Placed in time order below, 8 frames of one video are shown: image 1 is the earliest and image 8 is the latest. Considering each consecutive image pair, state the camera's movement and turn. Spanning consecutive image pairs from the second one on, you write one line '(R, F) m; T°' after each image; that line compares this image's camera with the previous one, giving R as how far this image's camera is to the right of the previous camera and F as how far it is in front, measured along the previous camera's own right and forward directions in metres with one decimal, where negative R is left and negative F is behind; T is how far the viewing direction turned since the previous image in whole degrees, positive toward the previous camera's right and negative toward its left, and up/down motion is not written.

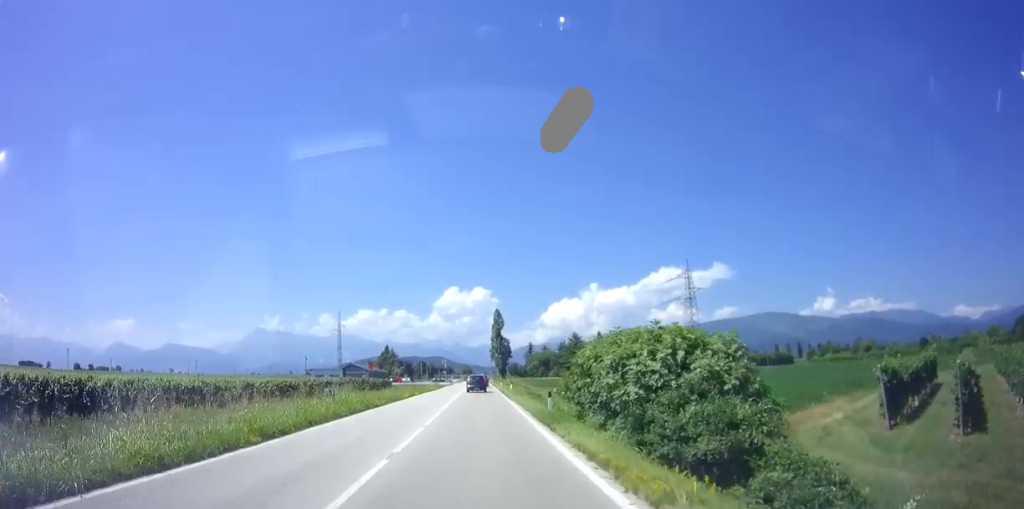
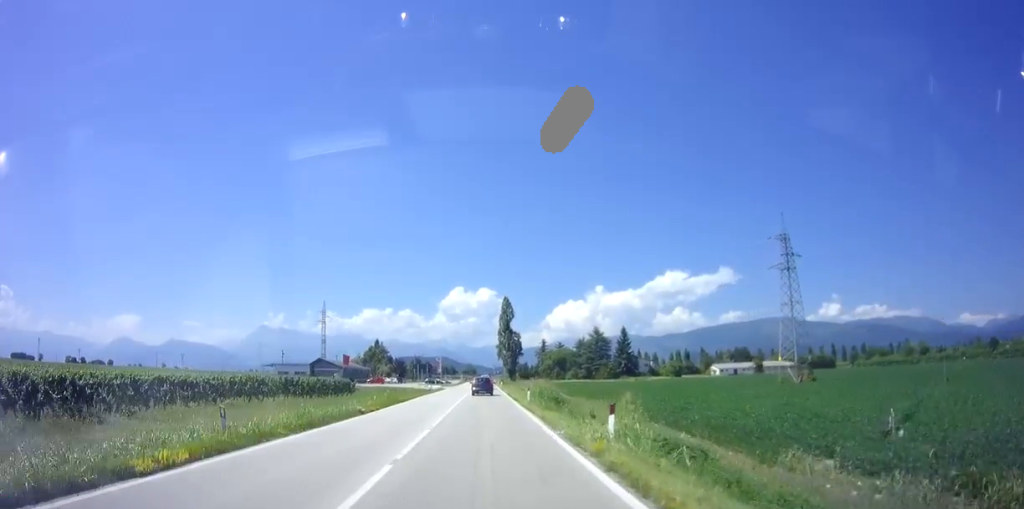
(+0.1, +34.6) m; 0°
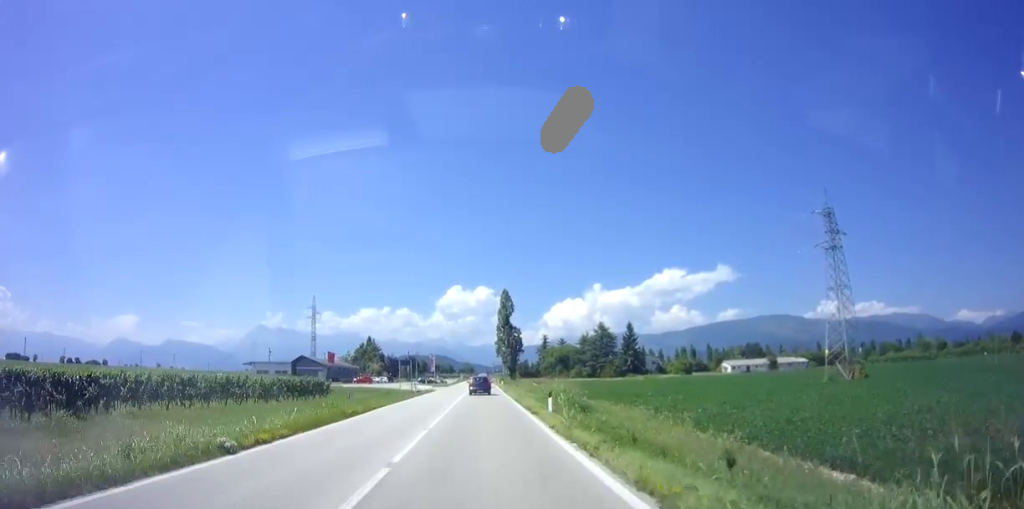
(-0.2, +11.3) m; 0°
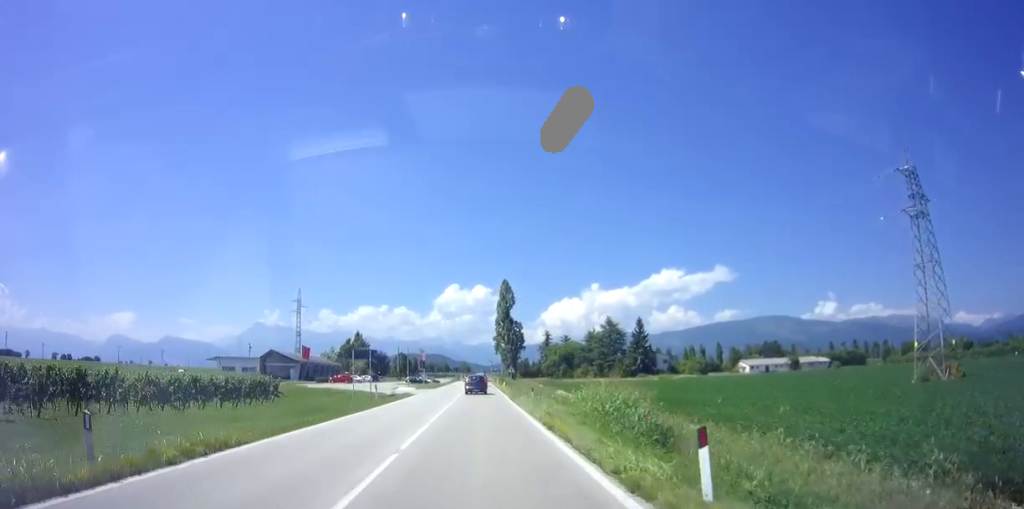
(+0.3, +15.4) m; 0°
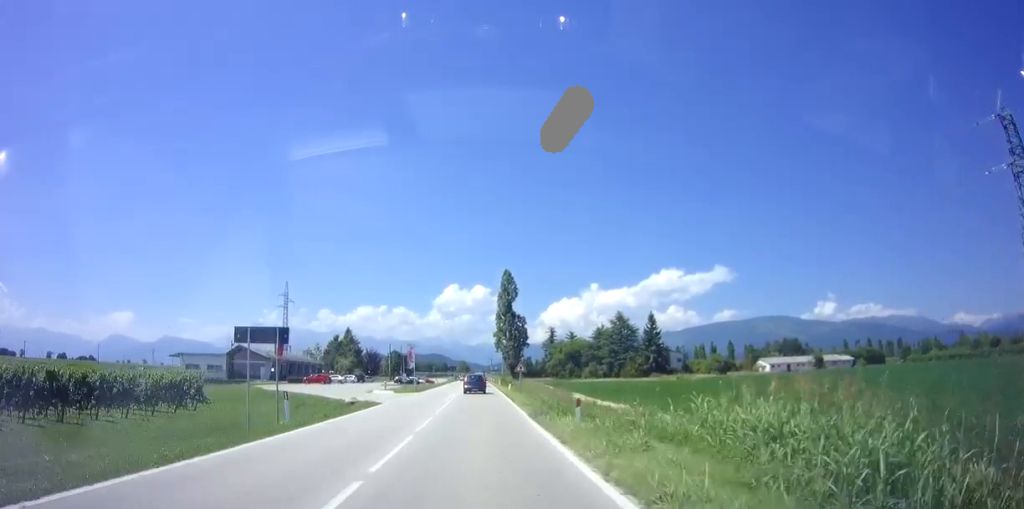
(-0.1, +14.1) m; 0°
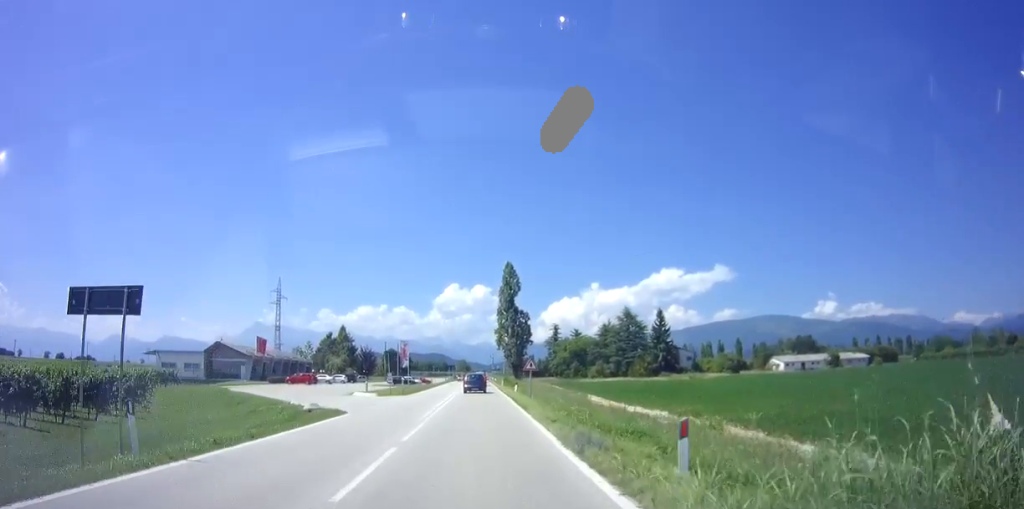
(-0.1, +7.6) m; 0°
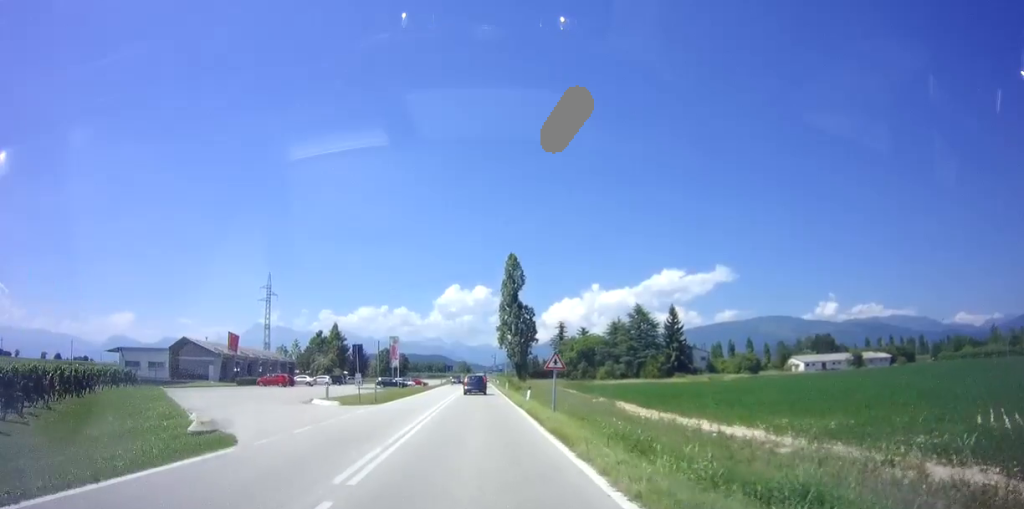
(+0.1, +10.0) m; 0°
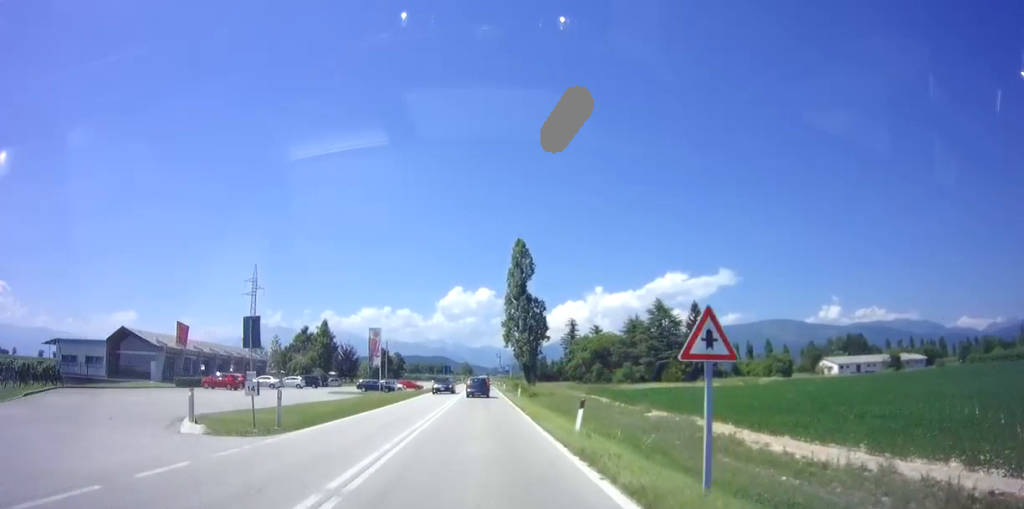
(-0.1, +14.1) m; 0°
